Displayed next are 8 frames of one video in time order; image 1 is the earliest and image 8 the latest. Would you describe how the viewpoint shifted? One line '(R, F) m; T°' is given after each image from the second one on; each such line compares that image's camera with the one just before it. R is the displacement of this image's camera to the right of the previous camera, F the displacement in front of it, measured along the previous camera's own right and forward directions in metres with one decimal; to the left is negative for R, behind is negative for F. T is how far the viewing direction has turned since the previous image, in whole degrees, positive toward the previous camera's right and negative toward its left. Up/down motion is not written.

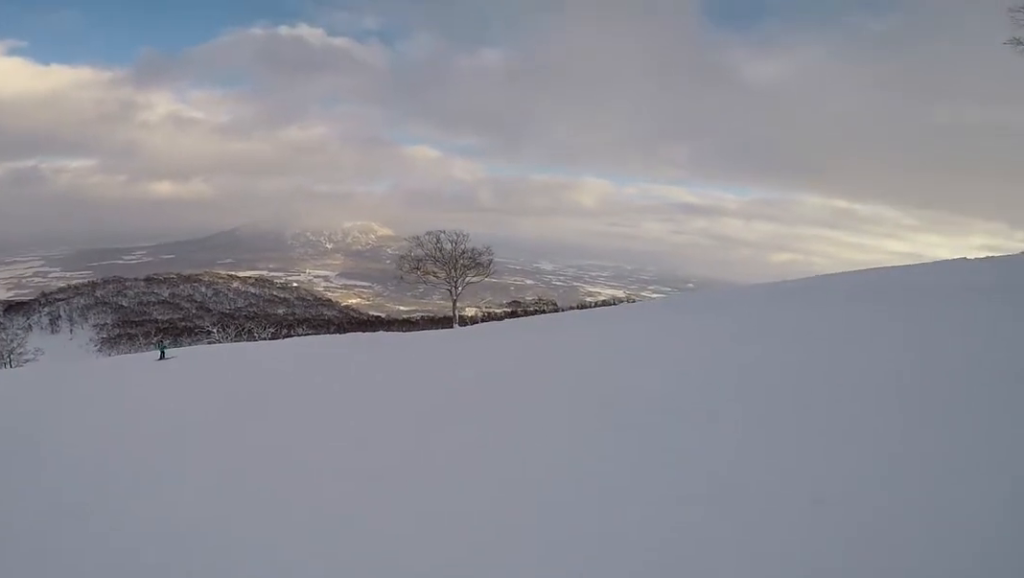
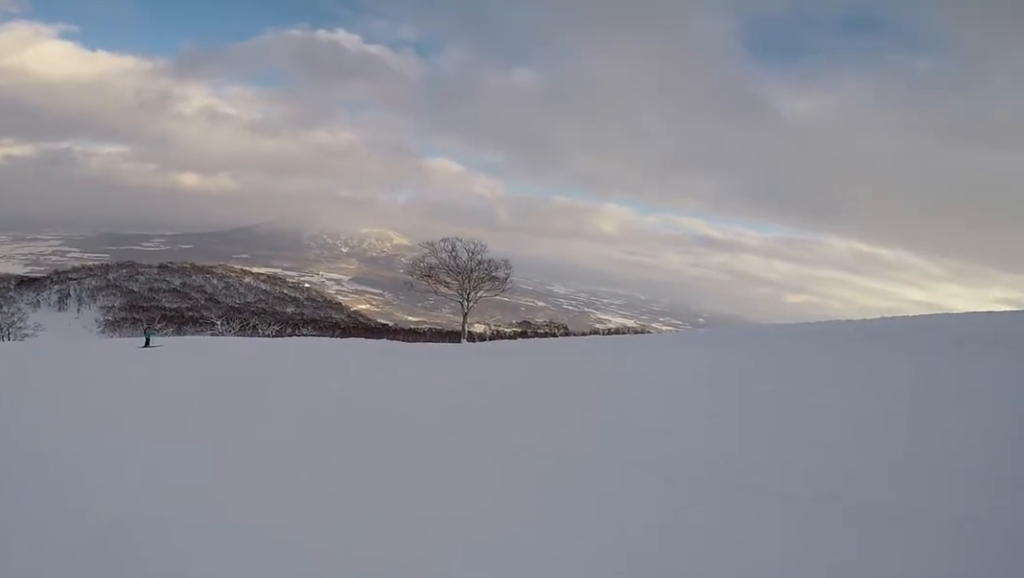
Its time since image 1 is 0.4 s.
(+0.1, +2.4) m; -1°
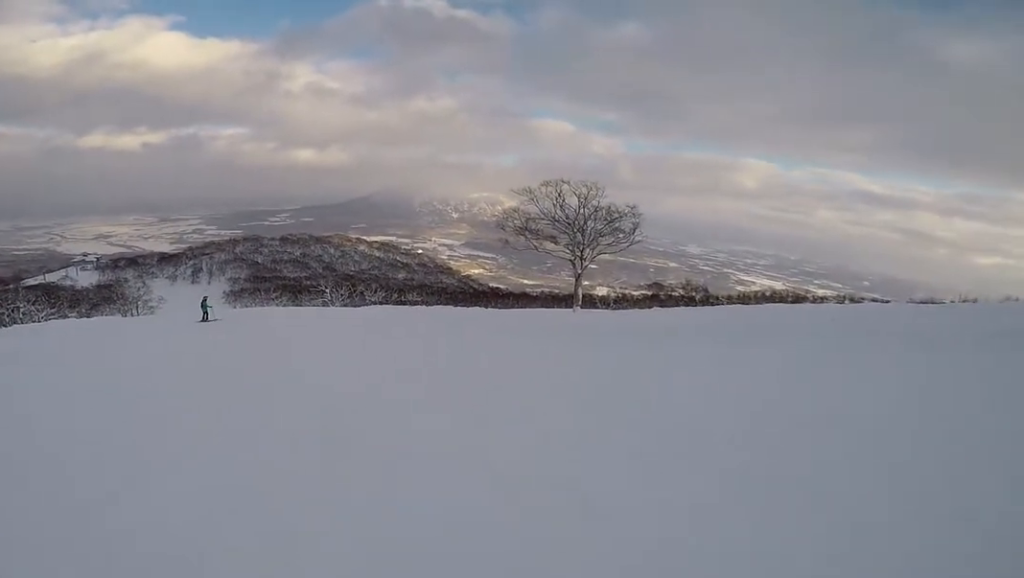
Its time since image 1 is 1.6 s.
(-0.3, +6.6) m; -17°
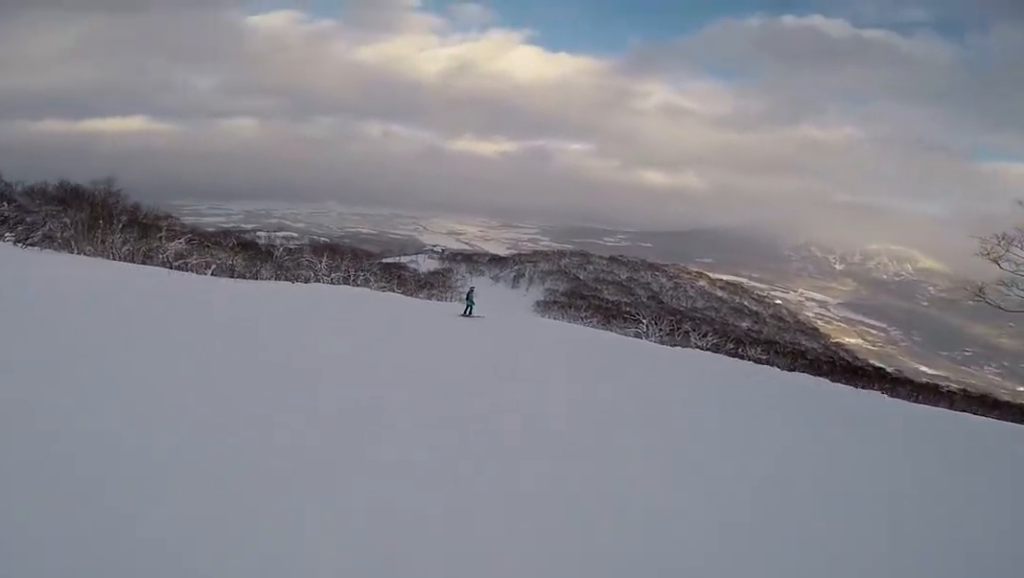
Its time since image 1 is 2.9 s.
(-2.5, +7.1) m; -42°
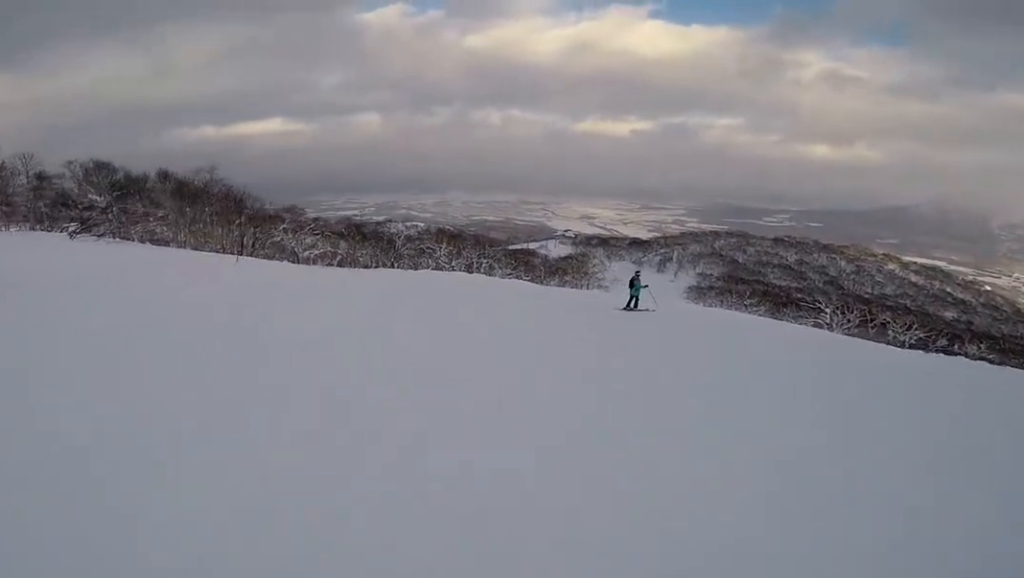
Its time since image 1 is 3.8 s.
(-1.4, +4.9) m; -27°
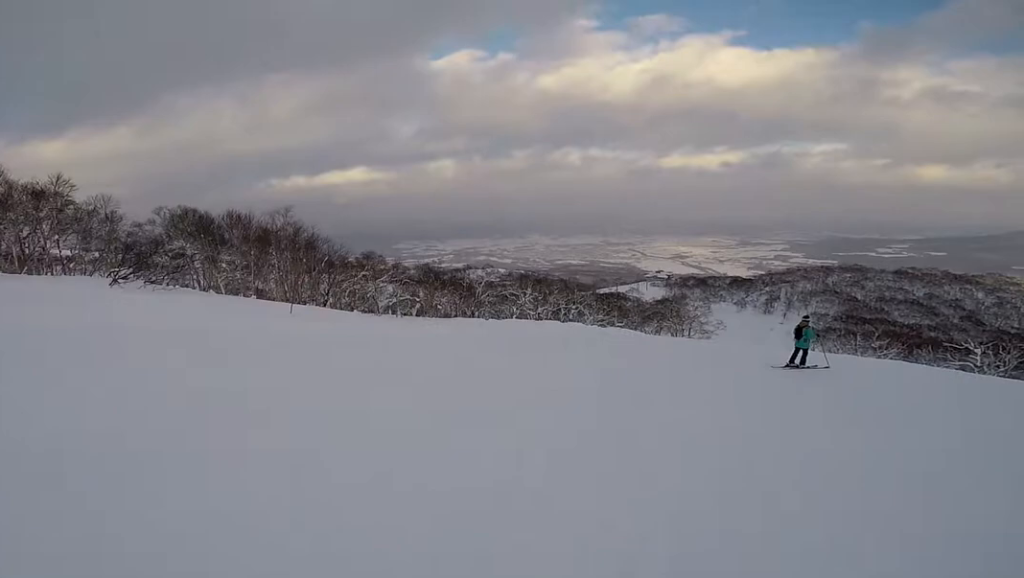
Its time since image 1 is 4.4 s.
(-0.9, +3.2) m; +1°
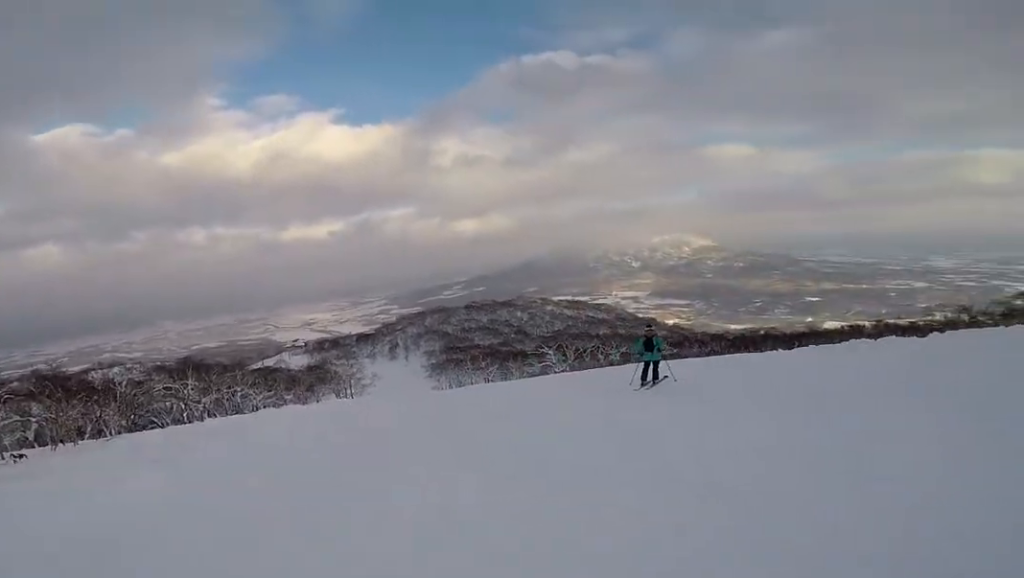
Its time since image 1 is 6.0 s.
(+2.4, +7.7) m; +48°
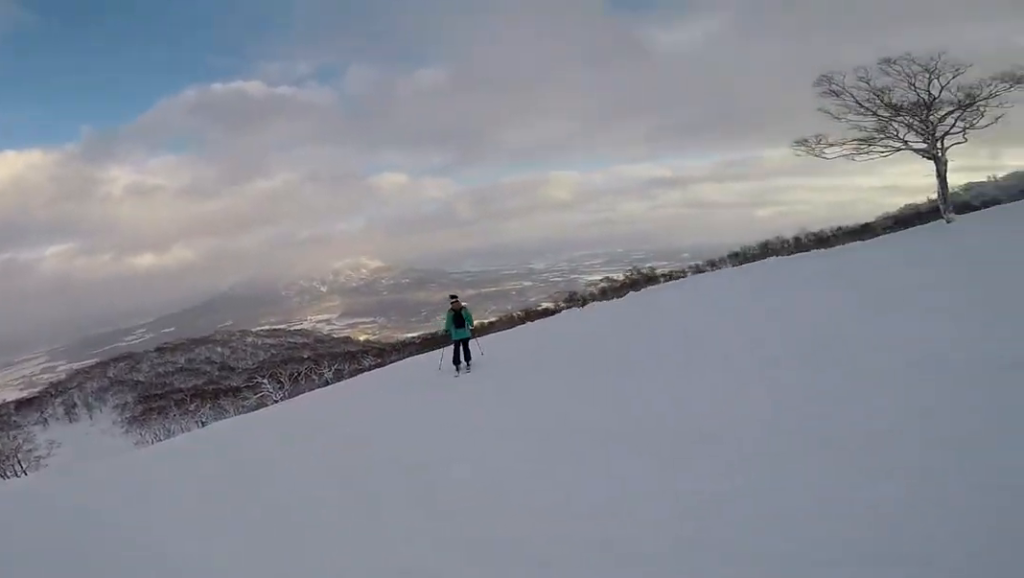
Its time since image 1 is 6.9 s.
(+0.9, +3.4) m; +34°
